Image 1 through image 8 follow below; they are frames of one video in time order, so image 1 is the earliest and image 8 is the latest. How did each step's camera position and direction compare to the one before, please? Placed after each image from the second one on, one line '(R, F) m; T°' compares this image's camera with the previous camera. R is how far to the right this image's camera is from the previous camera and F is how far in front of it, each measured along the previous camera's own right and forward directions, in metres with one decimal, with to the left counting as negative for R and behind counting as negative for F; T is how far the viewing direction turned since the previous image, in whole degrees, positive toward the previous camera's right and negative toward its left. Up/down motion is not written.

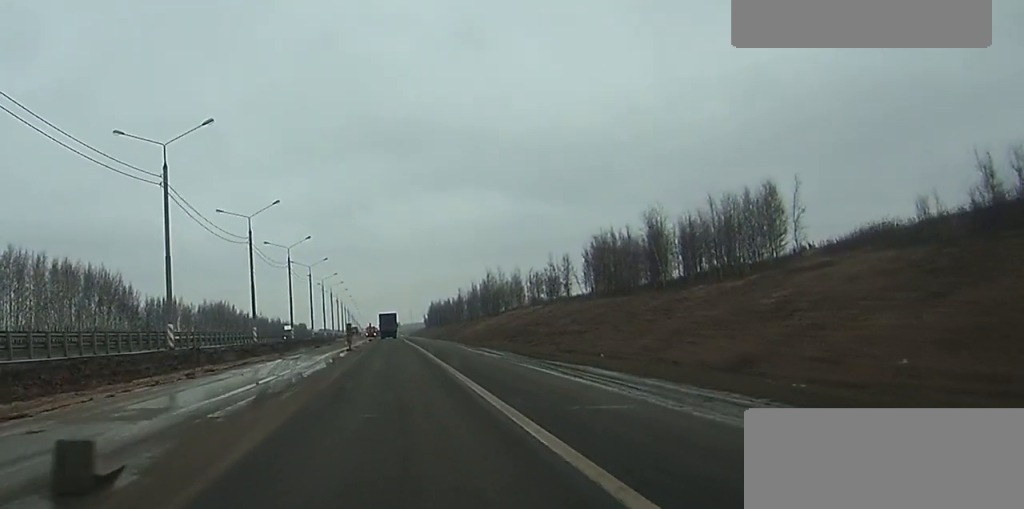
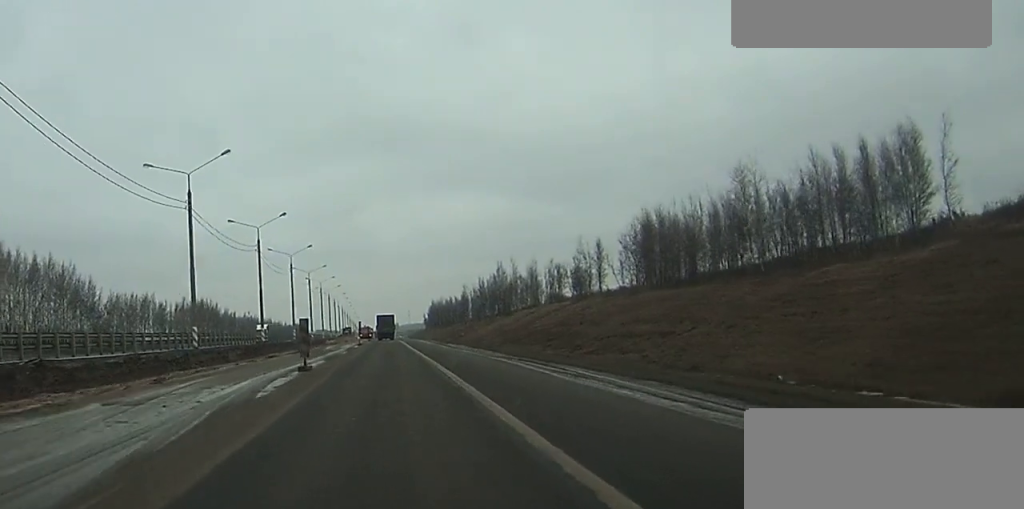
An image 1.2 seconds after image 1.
(0.0, +25.0) m; 0°
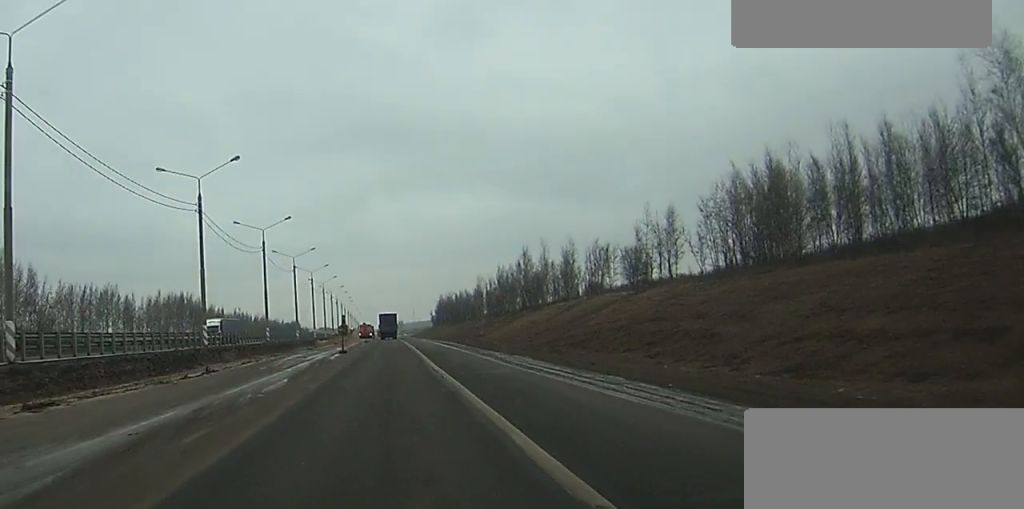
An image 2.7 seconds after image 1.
(0.0, +30.5) m; 0°
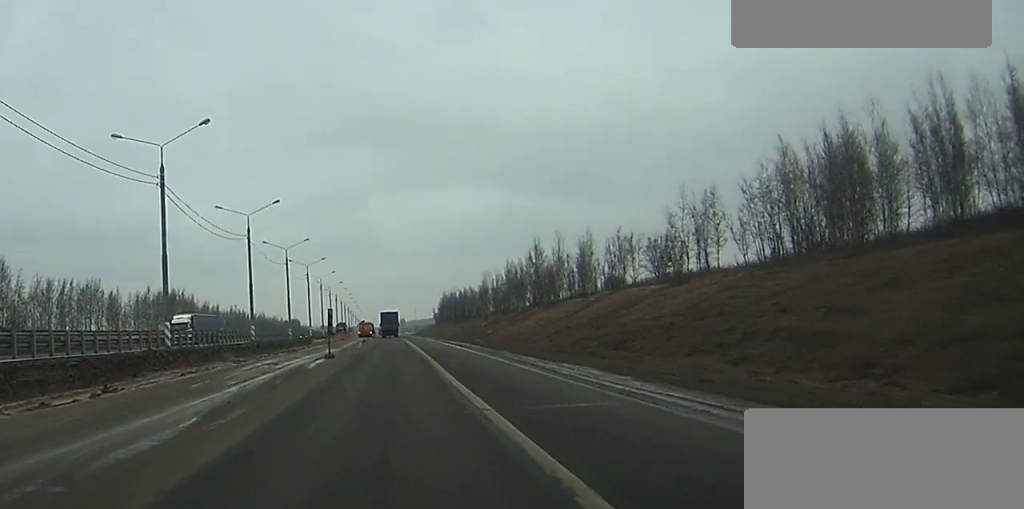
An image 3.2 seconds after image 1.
(0.0, +11.0) m; 0°
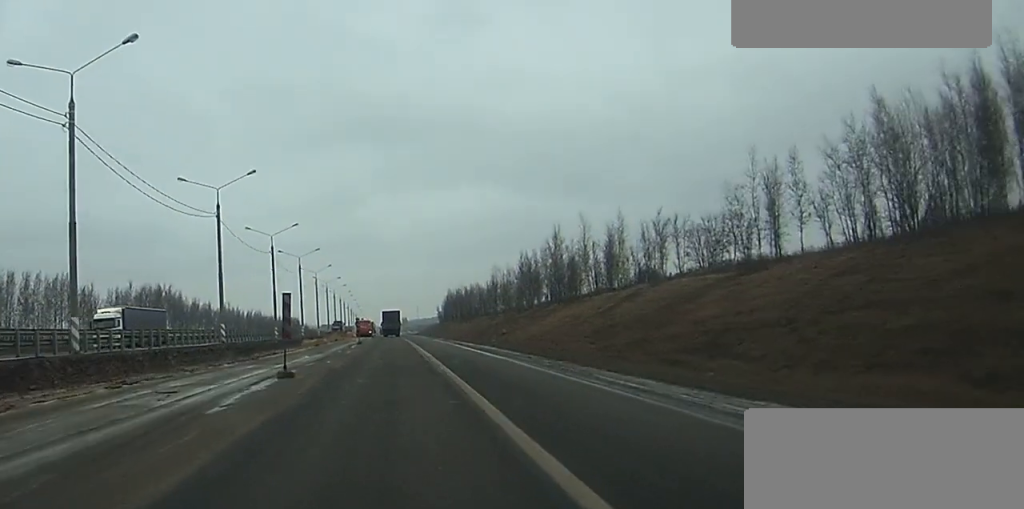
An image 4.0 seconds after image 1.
(0.0, +15.8) m; 0°
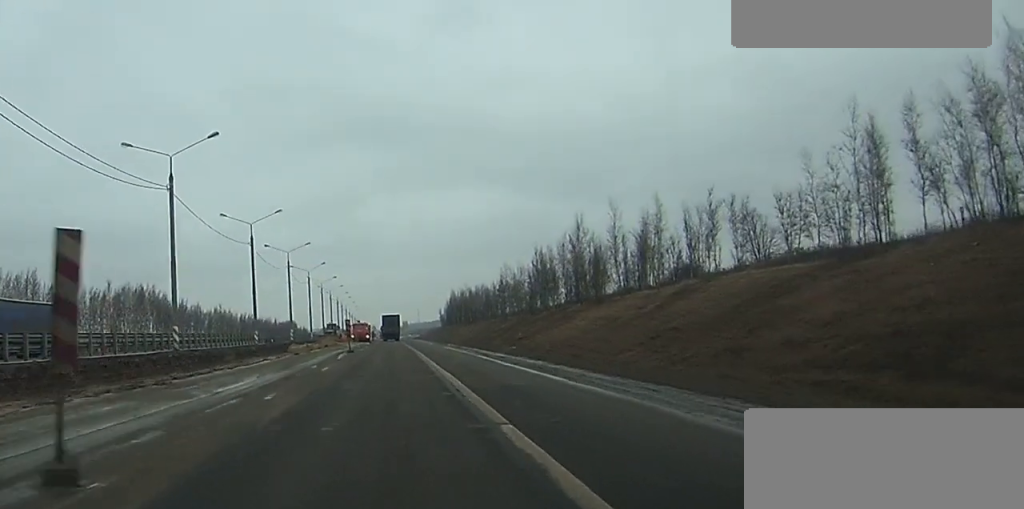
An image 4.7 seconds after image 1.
(0.0, +15.0) m; 0°
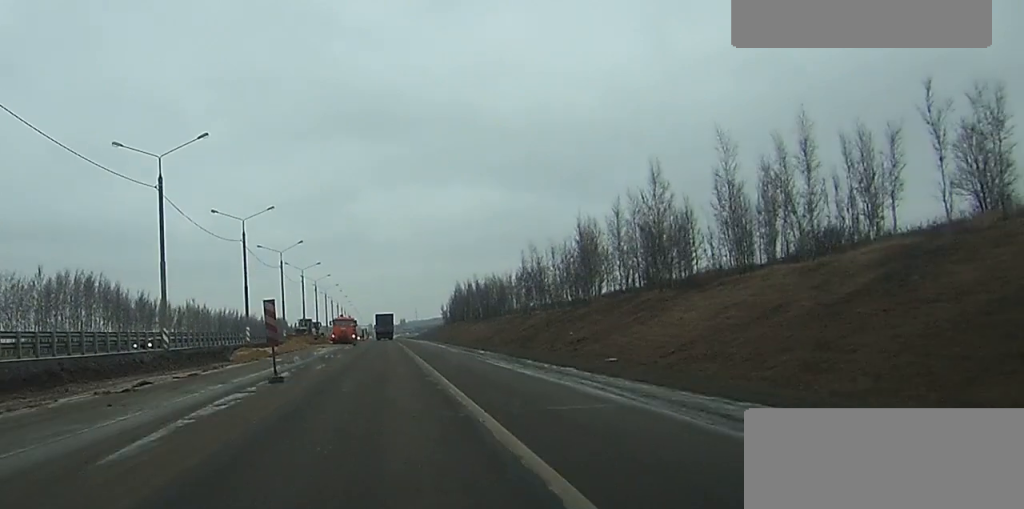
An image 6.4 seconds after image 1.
(0.0, +33.9) m; 0°
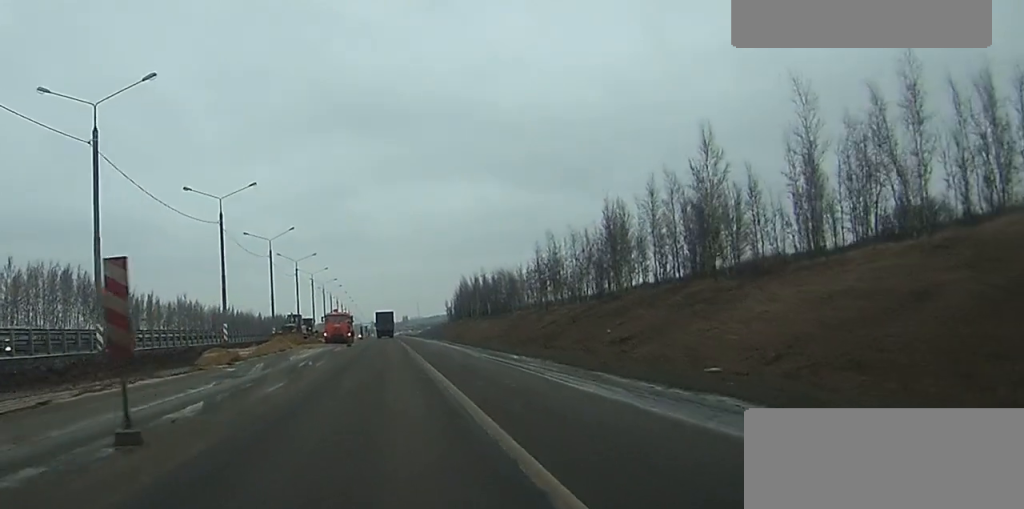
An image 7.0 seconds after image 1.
(0.0, +12.7) m; 0°
